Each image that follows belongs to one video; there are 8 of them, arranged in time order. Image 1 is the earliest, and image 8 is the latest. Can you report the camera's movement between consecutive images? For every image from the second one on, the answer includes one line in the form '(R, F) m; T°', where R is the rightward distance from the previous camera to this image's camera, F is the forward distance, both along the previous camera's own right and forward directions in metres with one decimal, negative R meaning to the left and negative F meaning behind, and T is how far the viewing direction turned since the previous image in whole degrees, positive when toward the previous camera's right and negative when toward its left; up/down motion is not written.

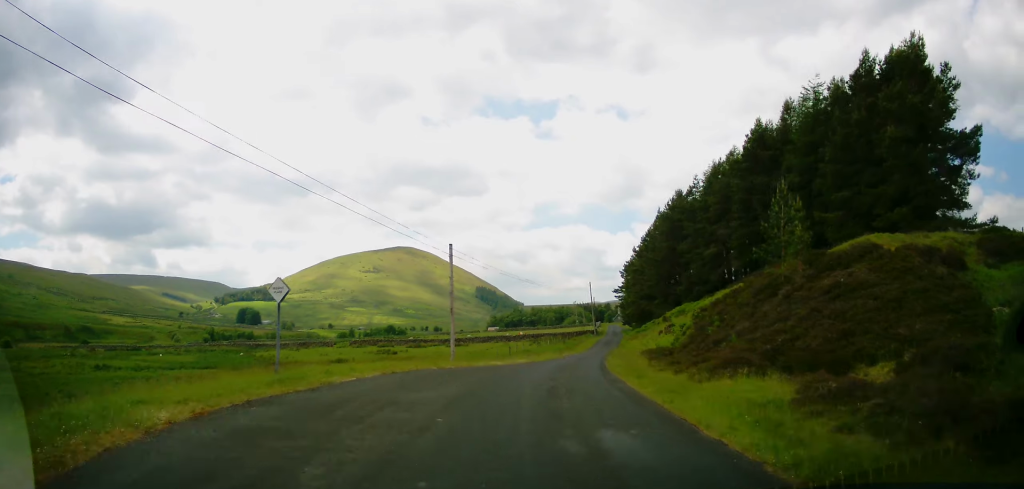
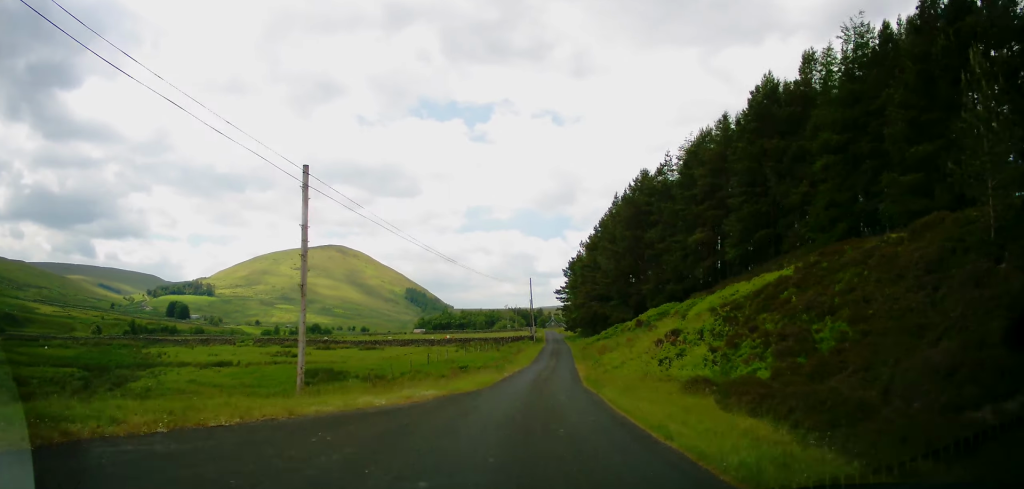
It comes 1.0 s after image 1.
(+0.9, +15.2) m; +6°
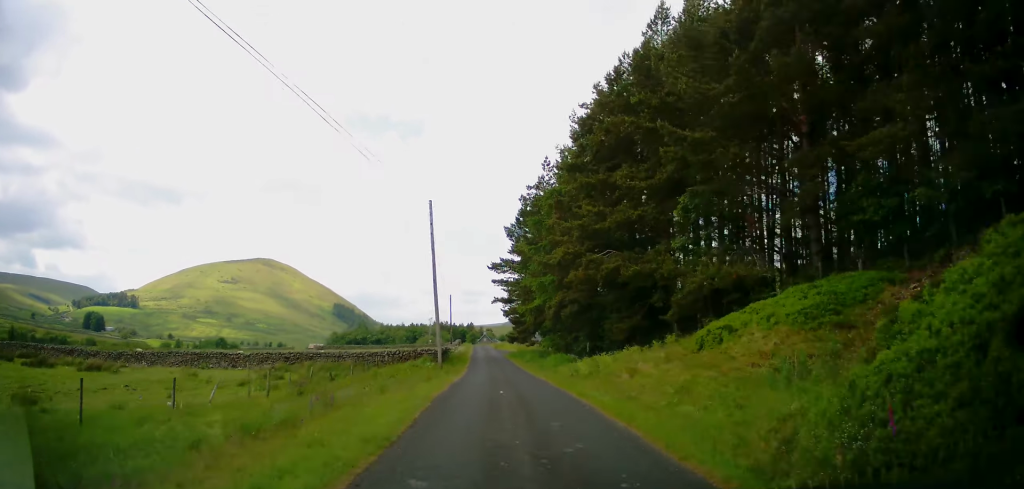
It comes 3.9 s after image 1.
(+3.6, +46.2) m; +6°
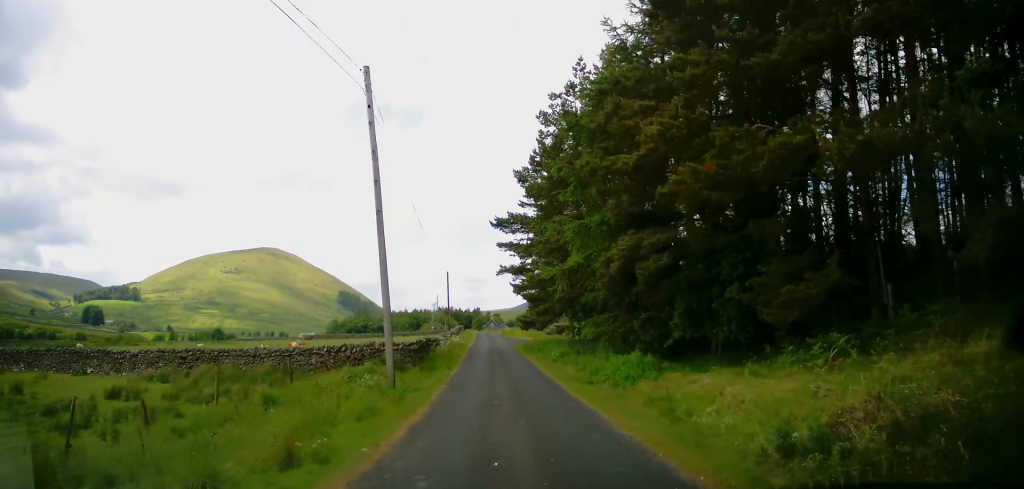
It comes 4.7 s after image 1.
(+0.5, +14.9) m; 0°
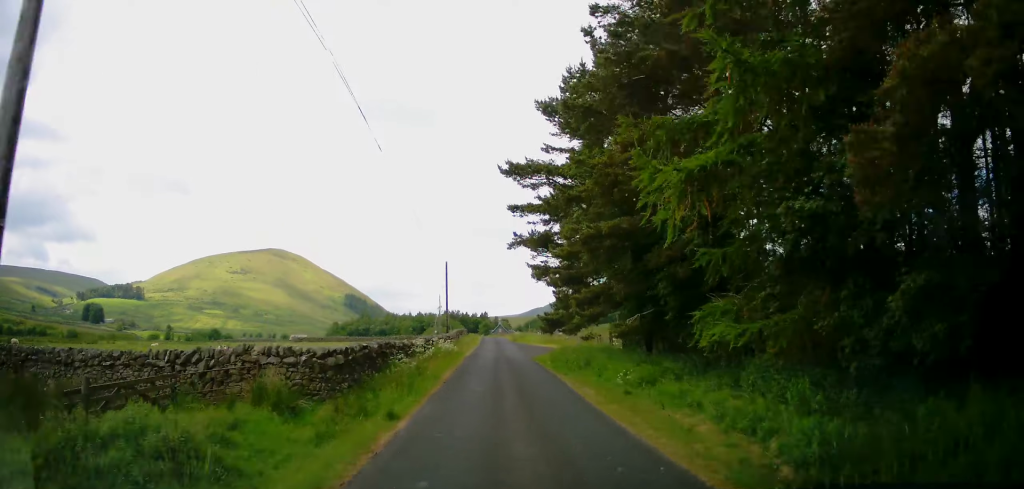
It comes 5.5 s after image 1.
(-0.3, +12.5) m; -1°
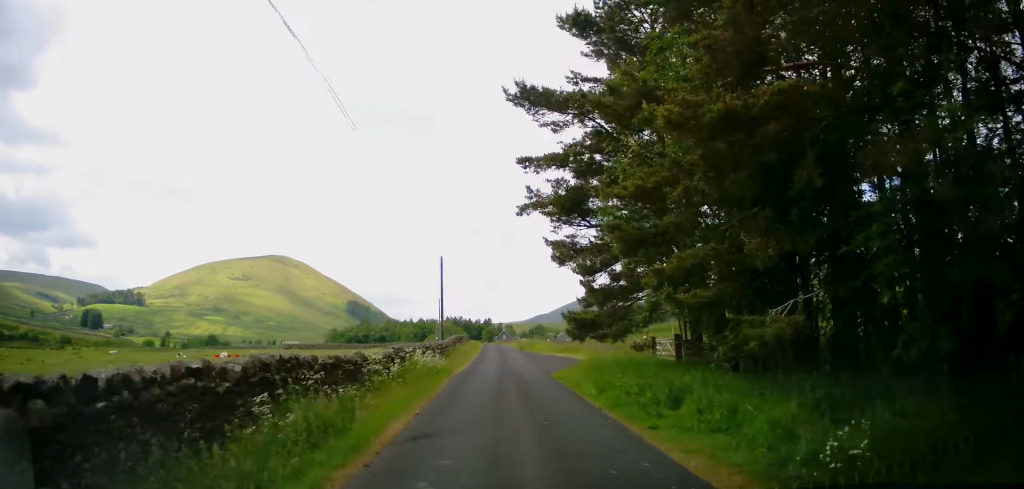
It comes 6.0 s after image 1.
(-0.1, +8.5) m; -1°
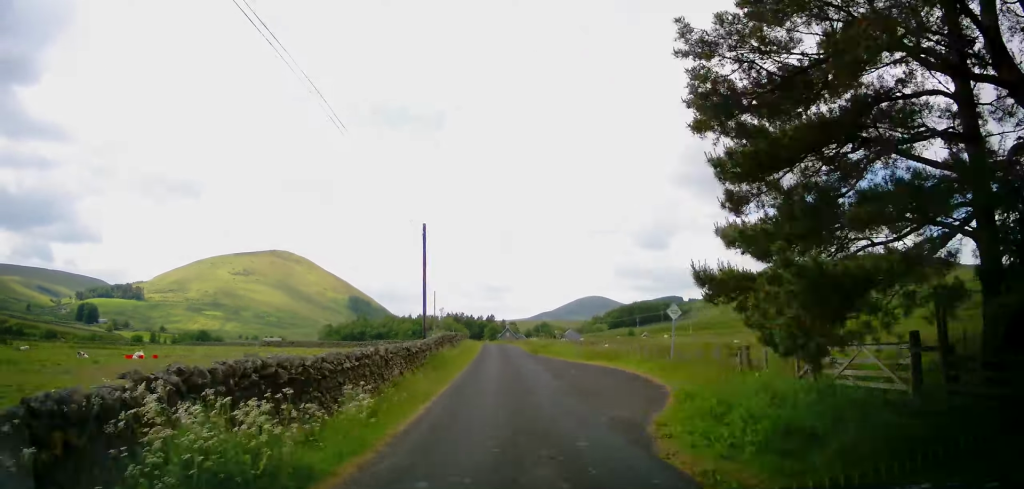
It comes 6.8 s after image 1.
(-0.1, +13.5) m; 0°
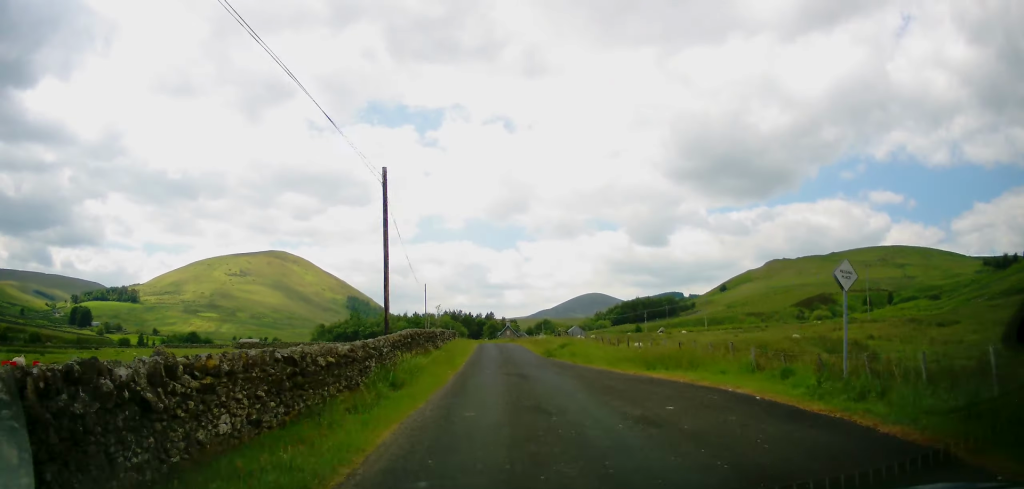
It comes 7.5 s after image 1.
(+0.1, +11.7) m; 0°
